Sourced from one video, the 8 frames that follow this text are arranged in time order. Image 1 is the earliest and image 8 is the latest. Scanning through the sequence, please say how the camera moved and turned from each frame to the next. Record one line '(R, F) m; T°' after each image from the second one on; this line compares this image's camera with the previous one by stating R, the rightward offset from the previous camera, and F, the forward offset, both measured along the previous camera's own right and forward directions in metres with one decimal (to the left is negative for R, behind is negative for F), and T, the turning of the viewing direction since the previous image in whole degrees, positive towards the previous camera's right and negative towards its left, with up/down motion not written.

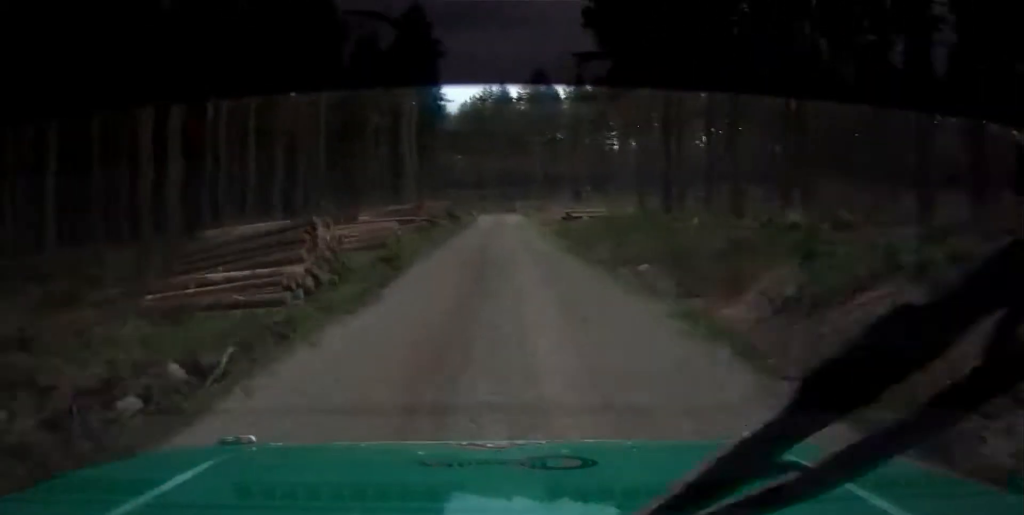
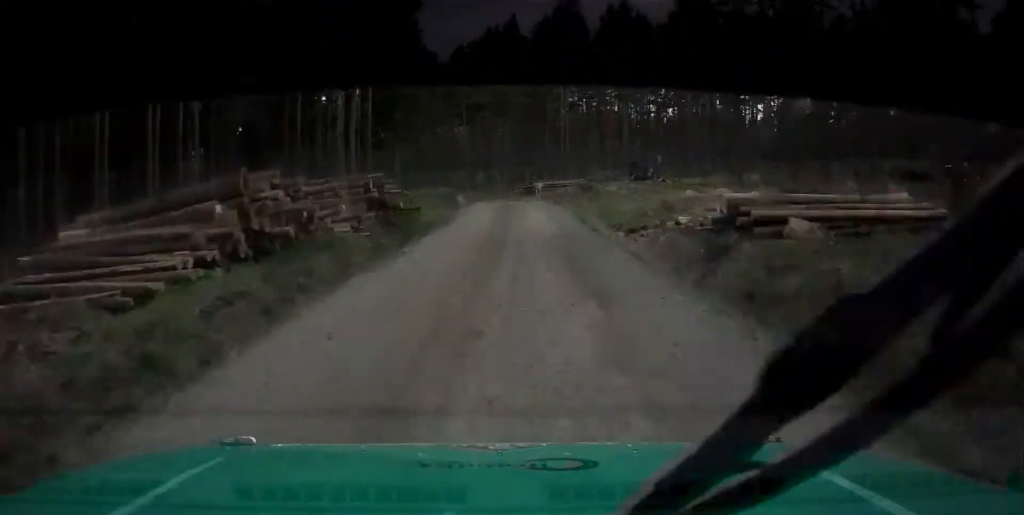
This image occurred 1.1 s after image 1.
(0.0, +36.3) m; -1°
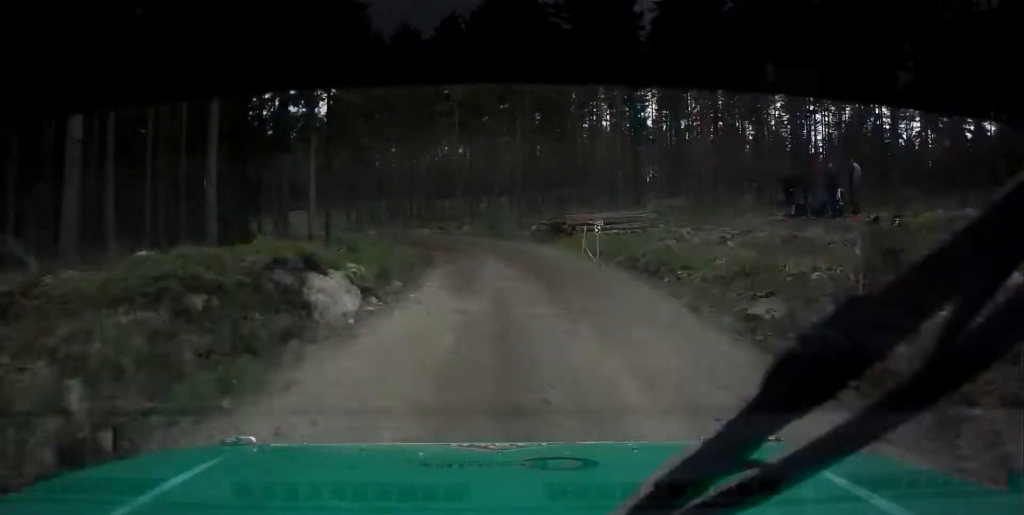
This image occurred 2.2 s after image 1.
(-0.7, +33.5) m; -2°
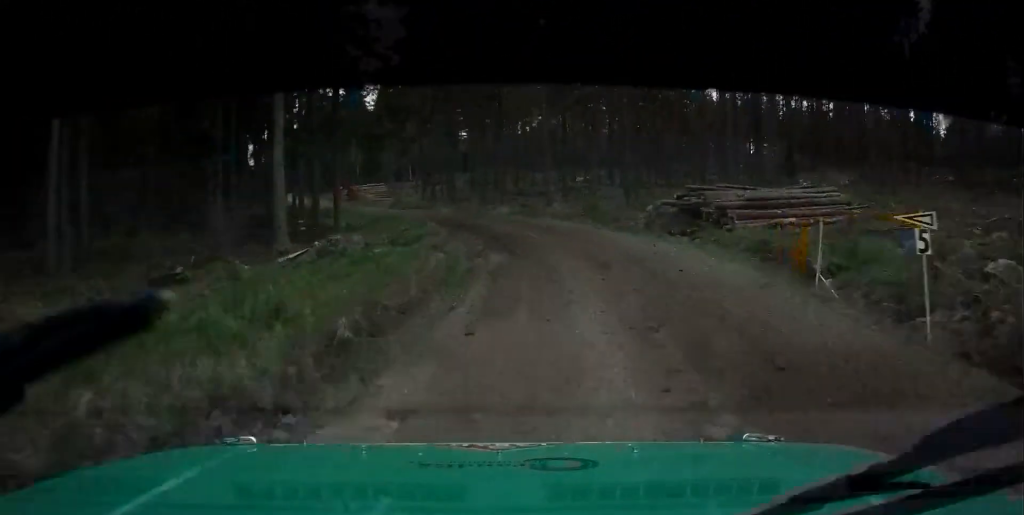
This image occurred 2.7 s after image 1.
(0.0, +15.6) m; -2°
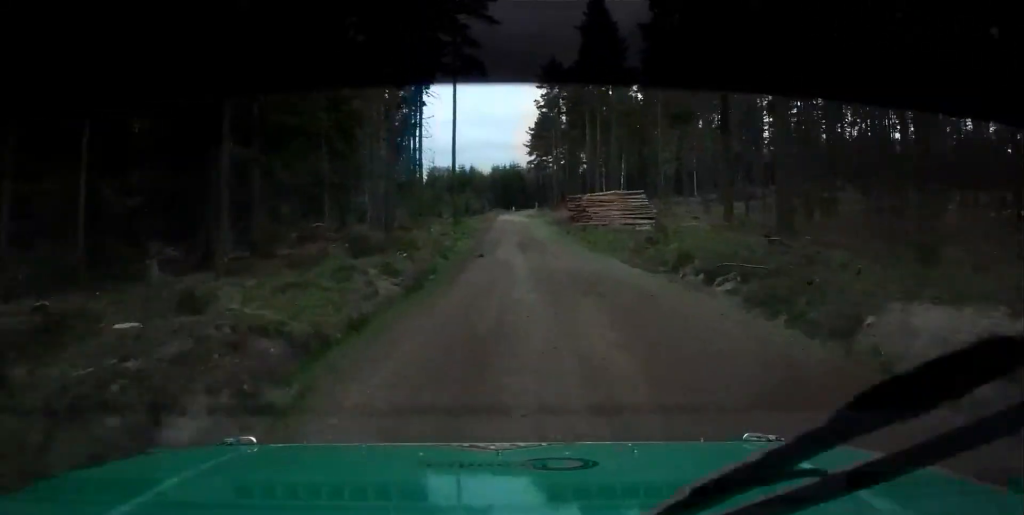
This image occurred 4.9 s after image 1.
(-6.7, +57.4) m; -17°
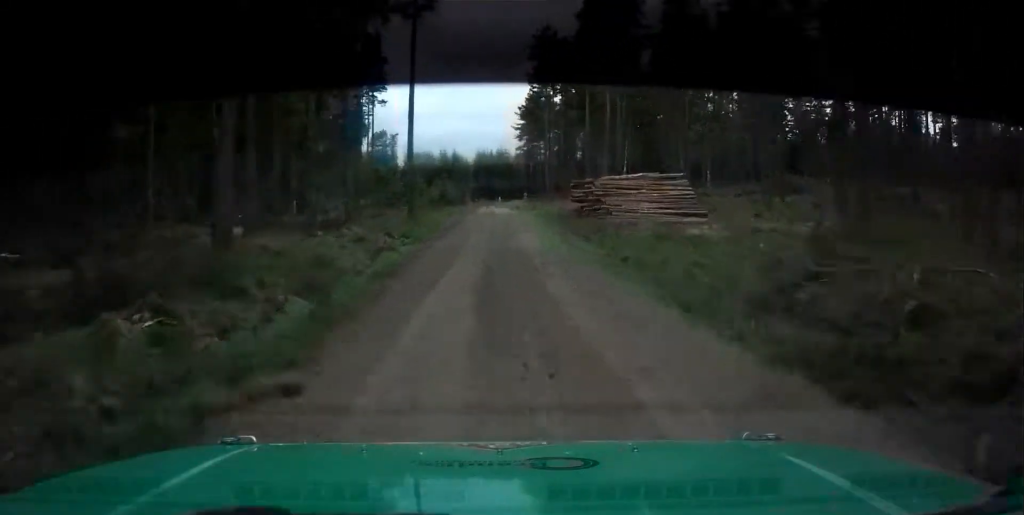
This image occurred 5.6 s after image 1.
(-1.2, +18.6) m; -5°
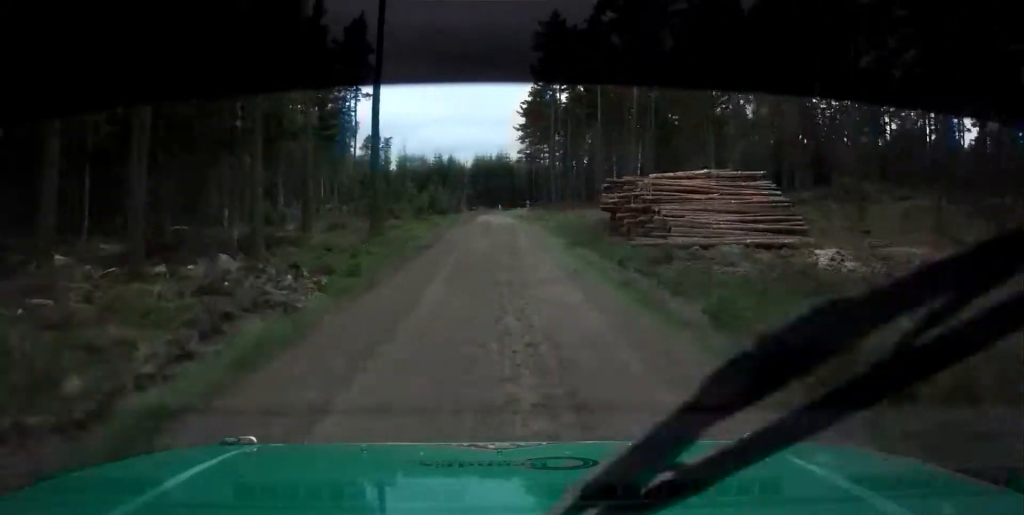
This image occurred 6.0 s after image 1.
(-0.2, +12.5) m; -3°
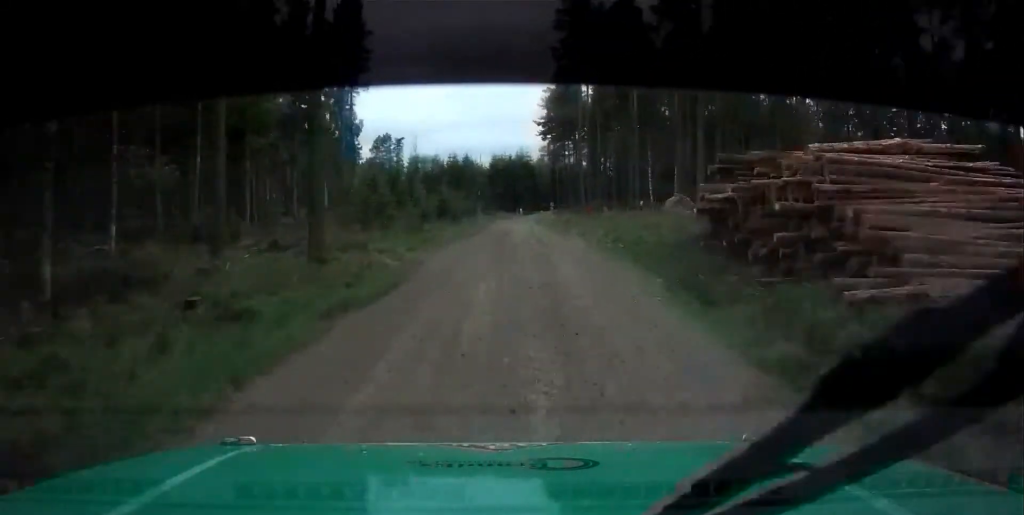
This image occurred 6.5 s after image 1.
(-0.6, +14.1) m; -1°
